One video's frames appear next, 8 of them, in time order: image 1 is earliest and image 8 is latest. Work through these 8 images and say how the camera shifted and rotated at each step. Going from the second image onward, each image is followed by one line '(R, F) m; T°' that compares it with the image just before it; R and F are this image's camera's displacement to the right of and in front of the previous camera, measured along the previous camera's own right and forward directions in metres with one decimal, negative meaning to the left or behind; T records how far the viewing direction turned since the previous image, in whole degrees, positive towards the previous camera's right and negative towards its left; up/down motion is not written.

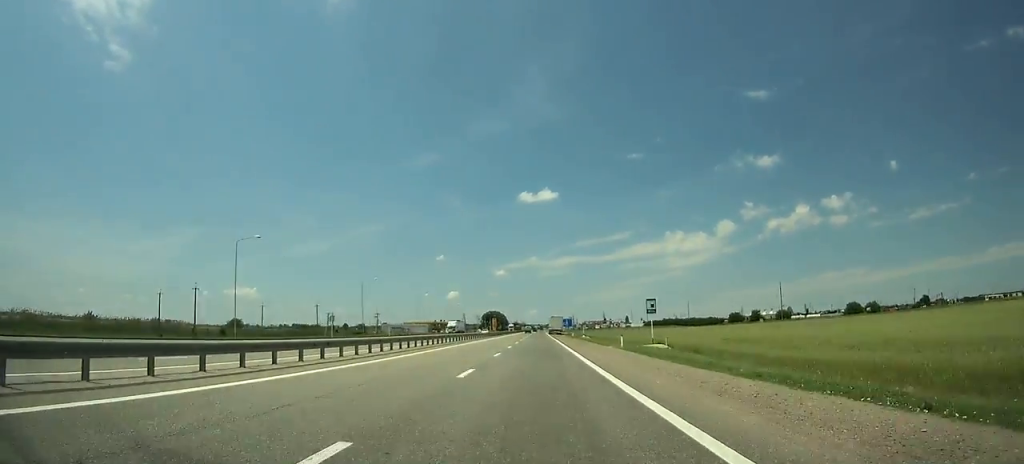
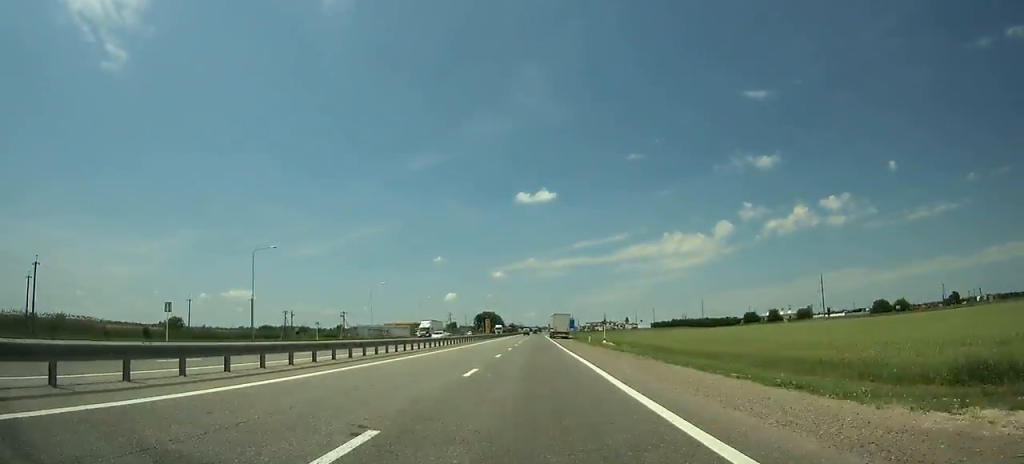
(-0.1, +35.4) m; 0°
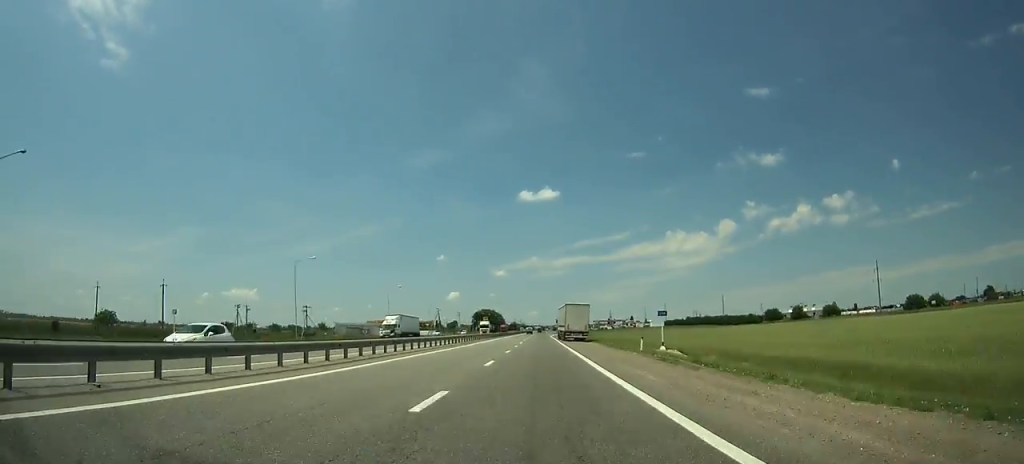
(-0.1, +31.1) m; 0°
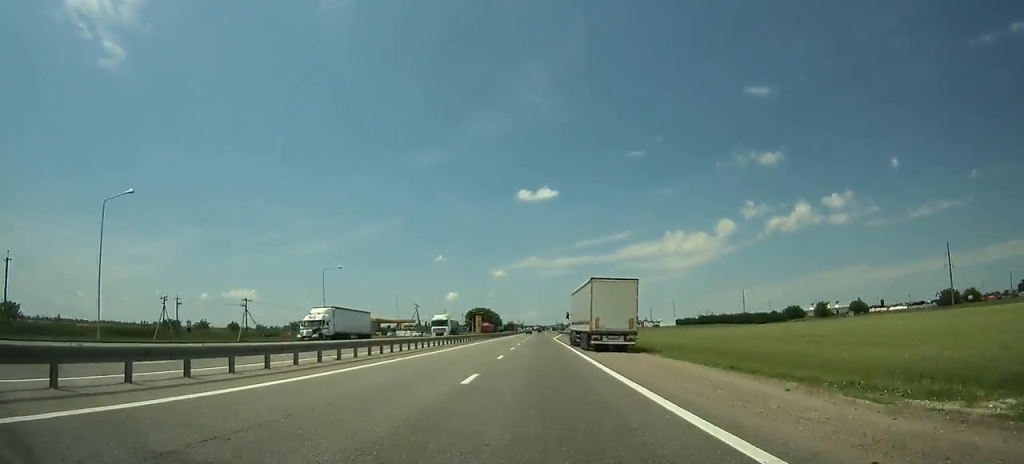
(-0.1, +30.9) m; 0°
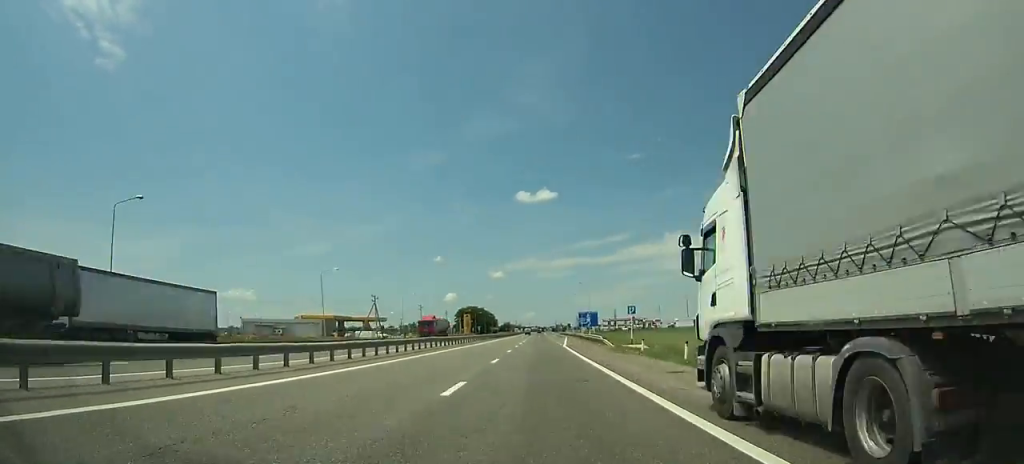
(0.0, +37.5) m; 0°
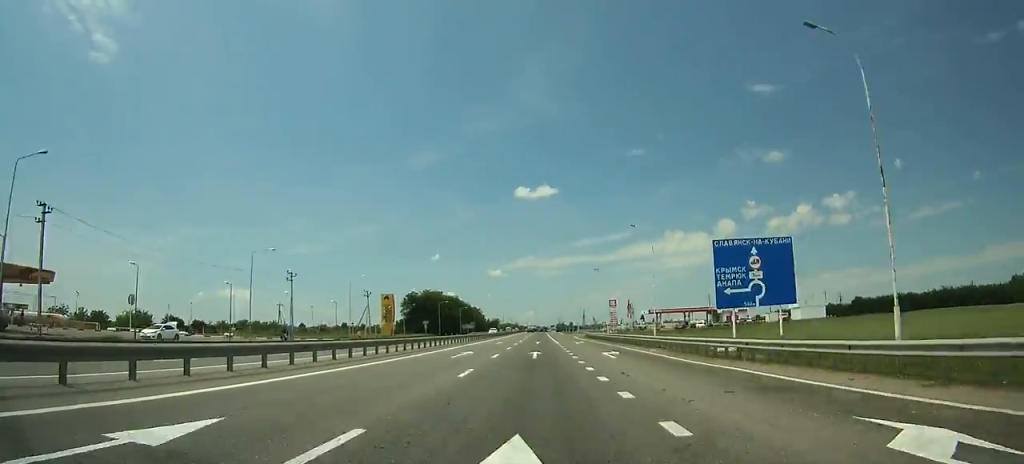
(+0.2, +125.5) m; 0°
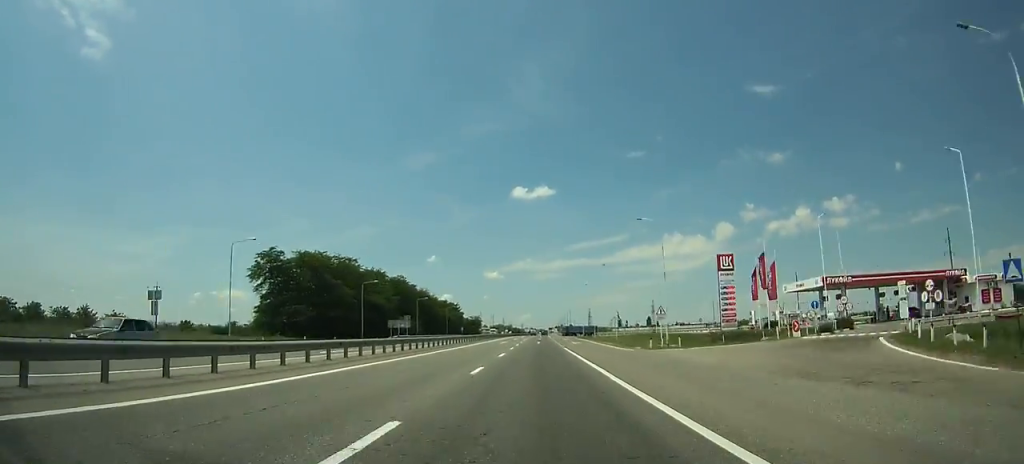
(+0.5, +107.0) m; +1°
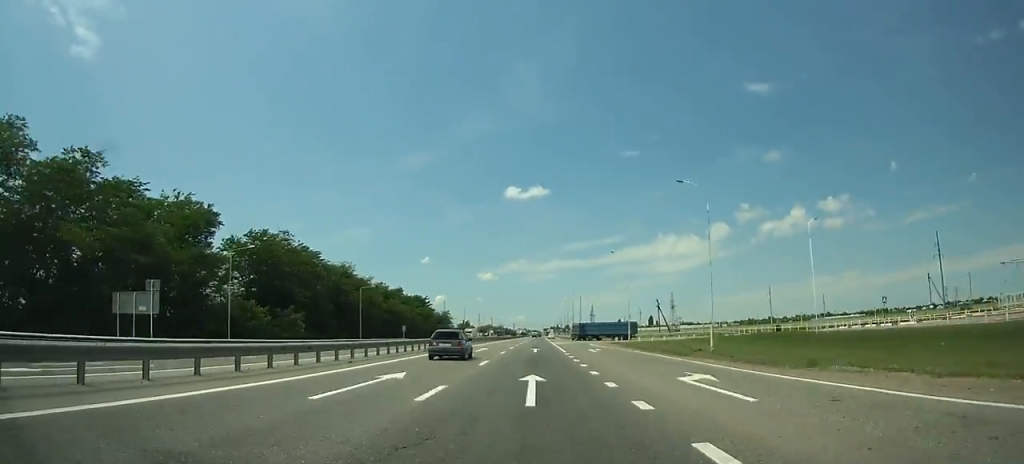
(+0.3, +77.9) m; 0°
